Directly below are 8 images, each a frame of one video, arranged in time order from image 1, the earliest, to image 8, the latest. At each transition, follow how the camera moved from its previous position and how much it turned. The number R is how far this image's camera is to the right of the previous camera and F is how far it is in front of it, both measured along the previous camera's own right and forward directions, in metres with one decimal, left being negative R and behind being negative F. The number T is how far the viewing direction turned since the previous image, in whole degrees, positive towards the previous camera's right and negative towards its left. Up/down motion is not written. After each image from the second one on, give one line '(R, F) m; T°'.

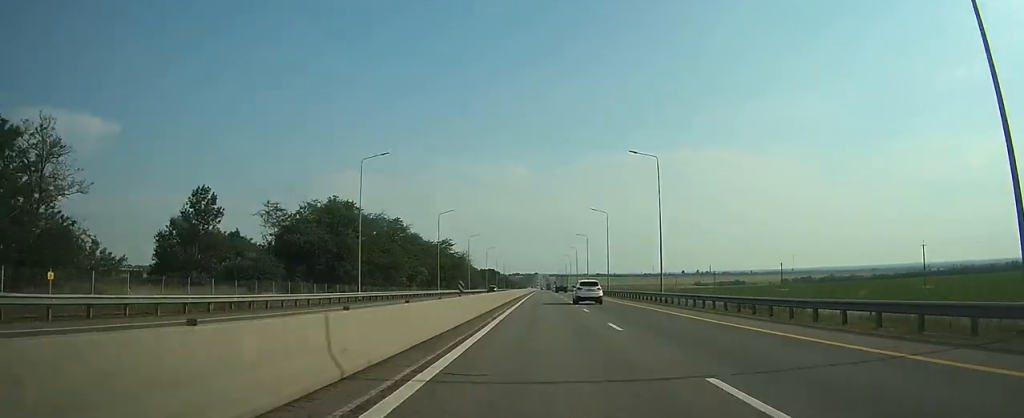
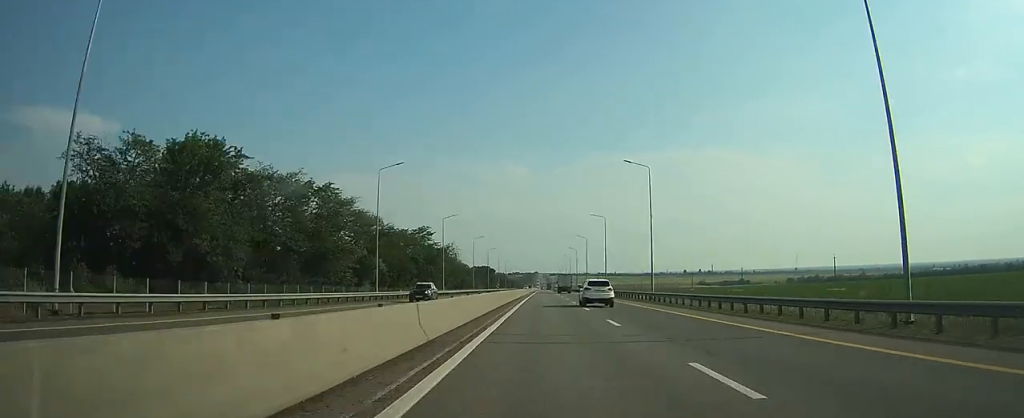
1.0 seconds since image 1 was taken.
(-0.1, +34.5) m; 0°
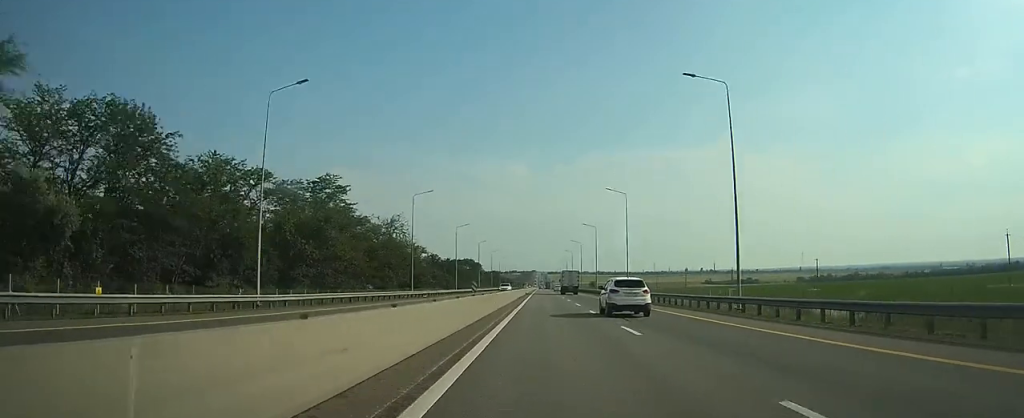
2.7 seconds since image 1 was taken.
(0.0, +63.5) m; 0°
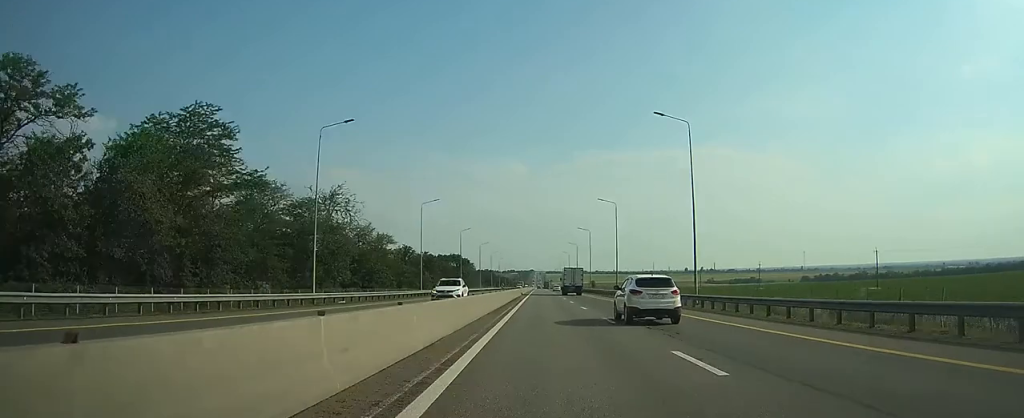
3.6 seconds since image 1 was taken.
(0.0, +31.3) m; 0°
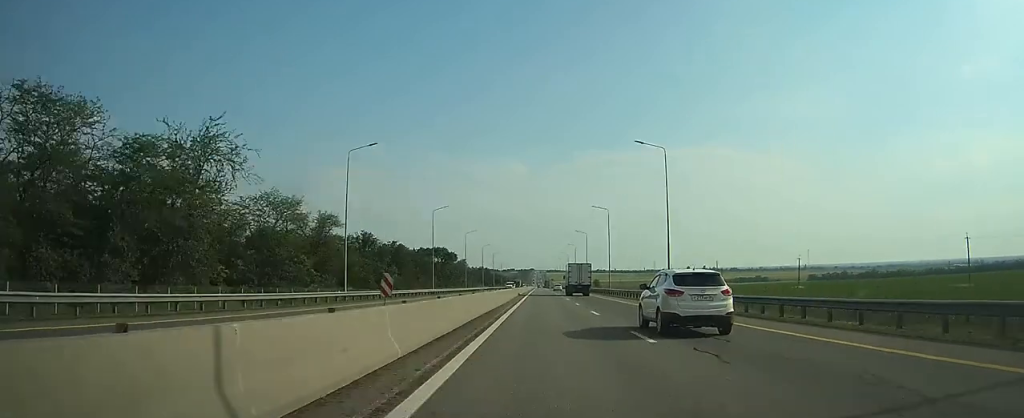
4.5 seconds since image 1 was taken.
(+0.1, +31.4) m; 0°
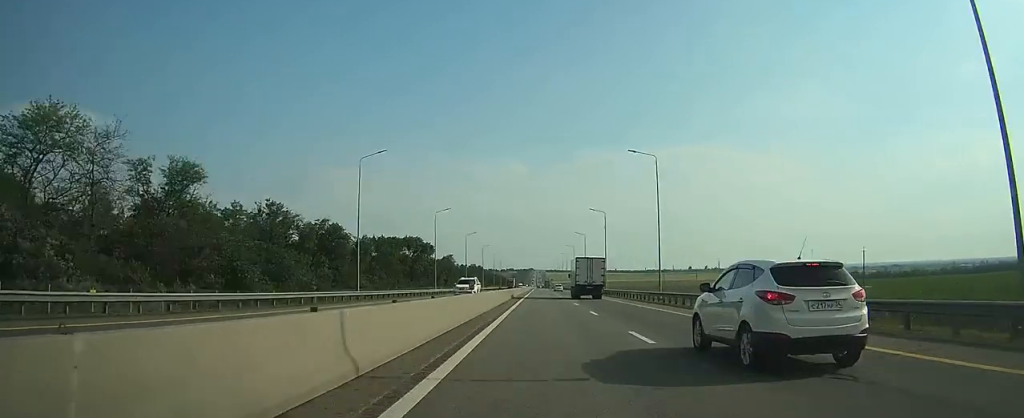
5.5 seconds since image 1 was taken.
(0.0, +36.3) m; 0°
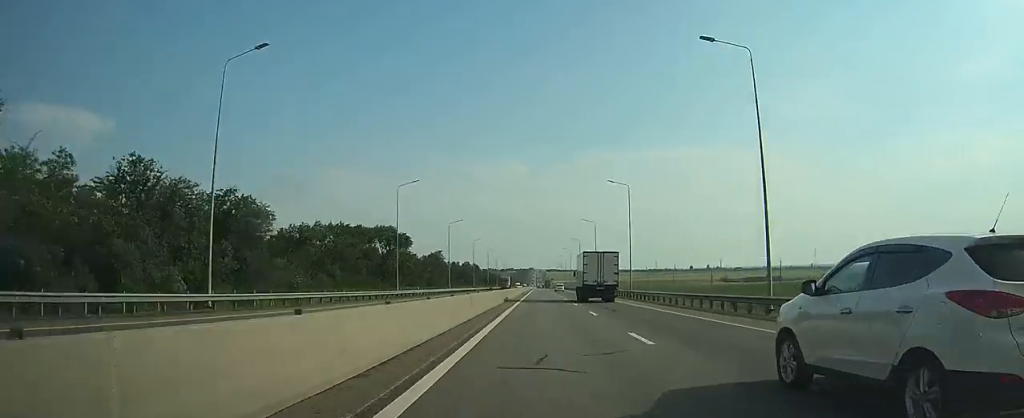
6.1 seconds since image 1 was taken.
(0.0, +24.2) m; 0°
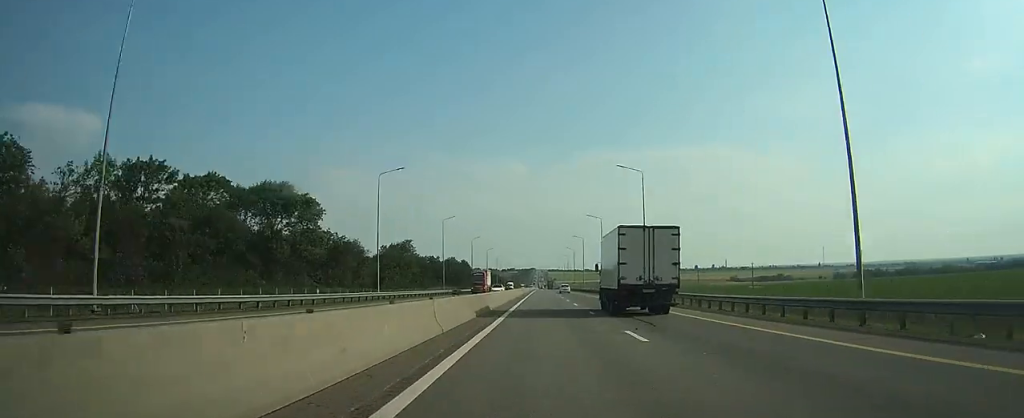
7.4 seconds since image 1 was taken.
(0.0, +47.2) m; 0°
